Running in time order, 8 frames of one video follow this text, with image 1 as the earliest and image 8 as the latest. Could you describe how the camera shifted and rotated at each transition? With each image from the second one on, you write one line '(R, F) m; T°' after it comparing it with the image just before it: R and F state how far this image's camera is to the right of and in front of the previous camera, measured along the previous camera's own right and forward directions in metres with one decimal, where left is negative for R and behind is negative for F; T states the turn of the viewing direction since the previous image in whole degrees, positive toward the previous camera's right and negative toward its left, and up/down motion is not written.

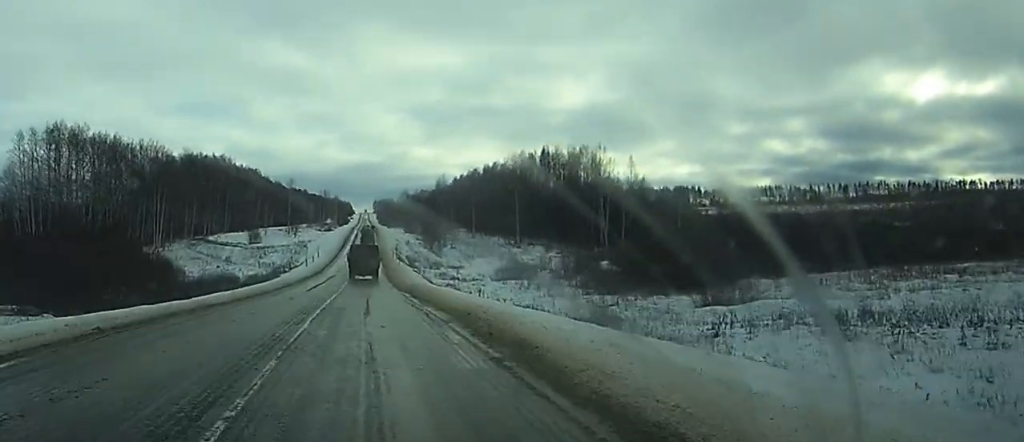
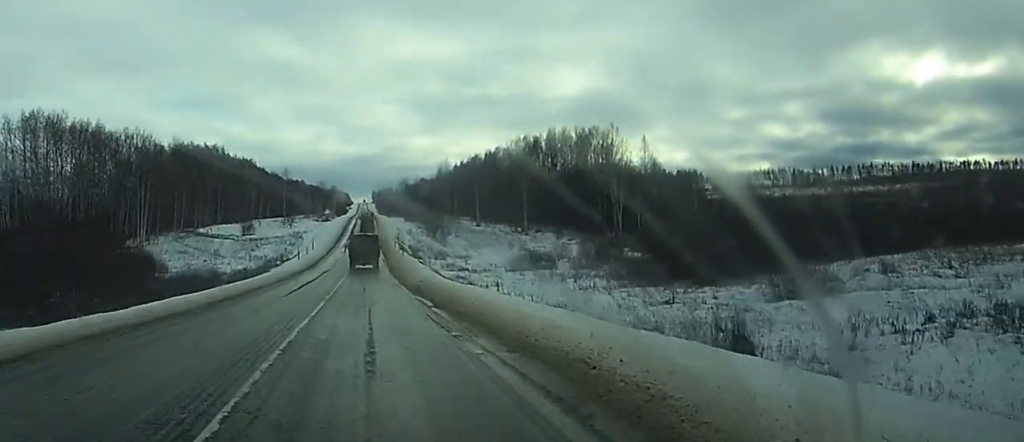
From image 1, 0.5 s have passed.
(0.0, +10.6) m; 0°
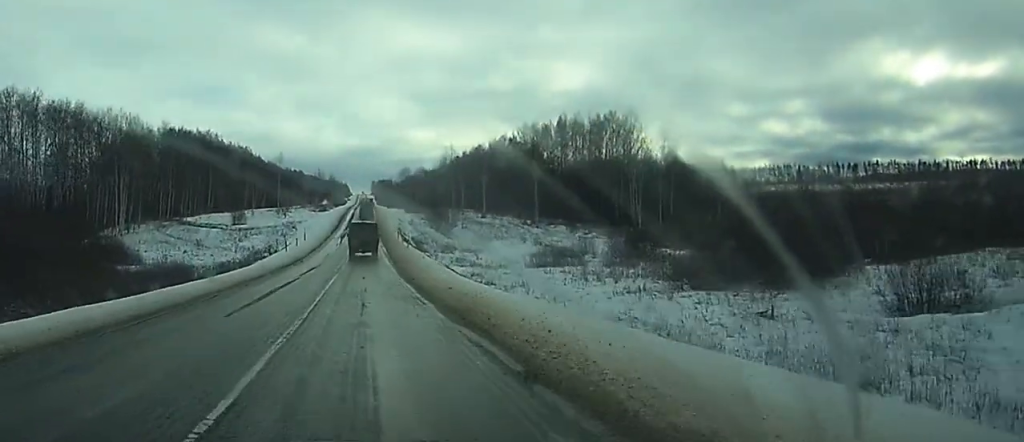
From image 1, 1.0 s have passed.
(0.0, +12.1) m; 0°
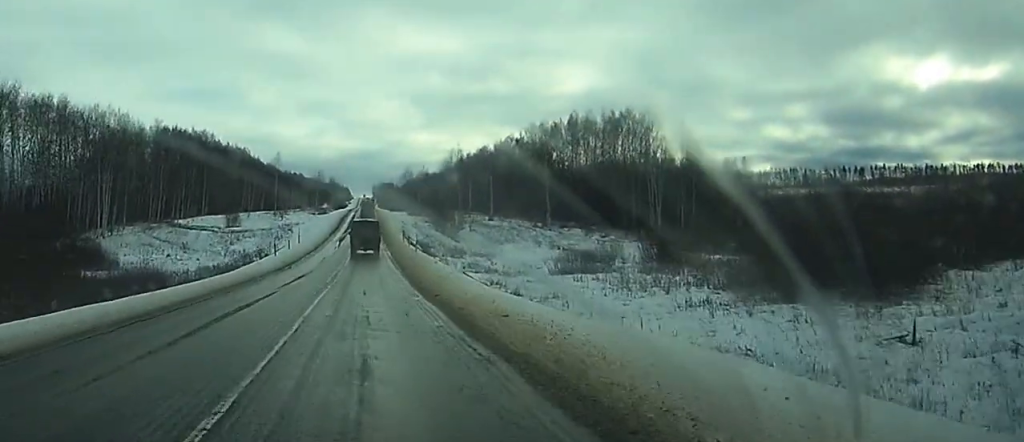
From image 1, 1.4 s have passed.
(0.0, +9.9) m; 0°
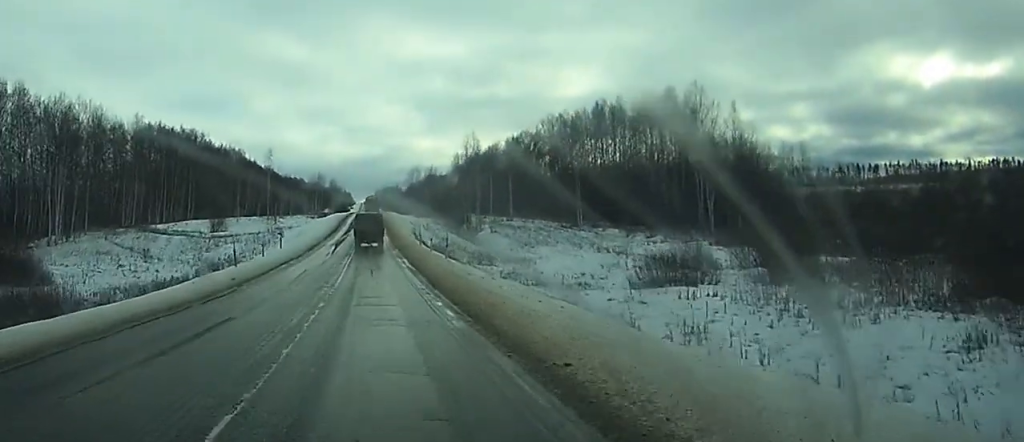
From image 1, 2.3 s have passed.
(-0.1, +20.5) m; 0°
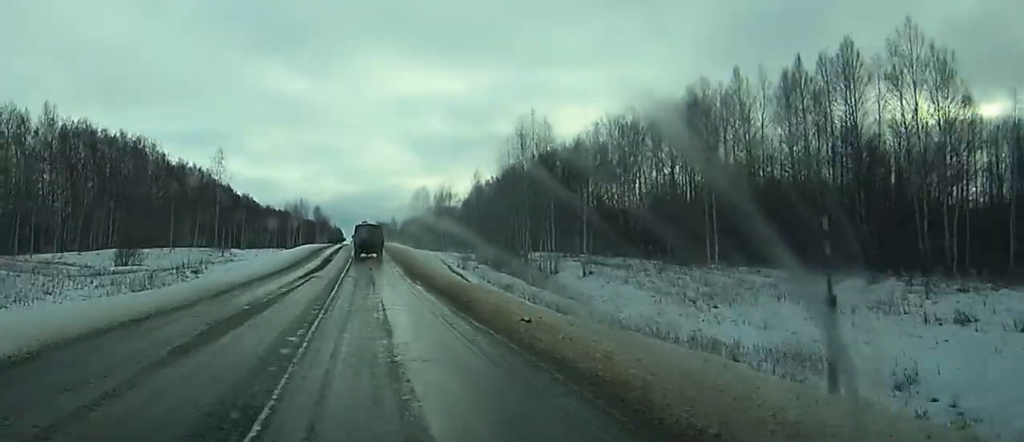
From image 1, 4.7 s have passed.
(-0.1, +54.2) m; 0°
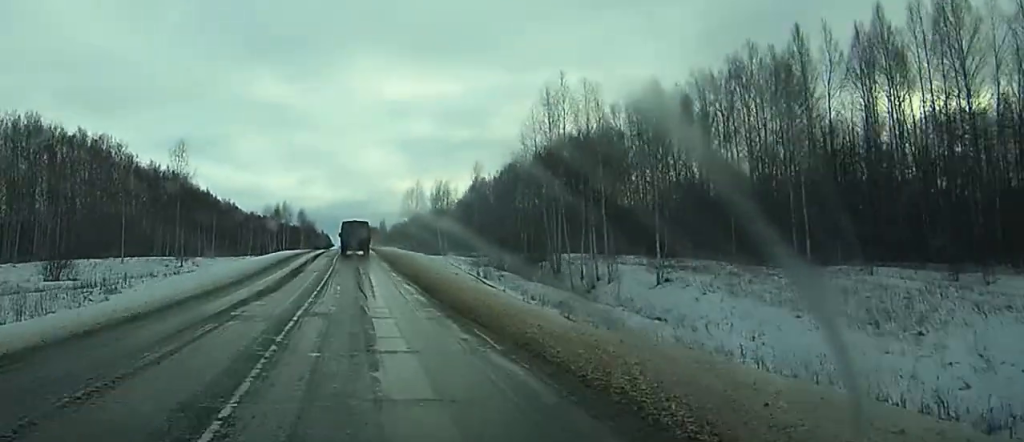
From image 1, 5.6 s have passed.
(0.0, +19.4) m; 0°
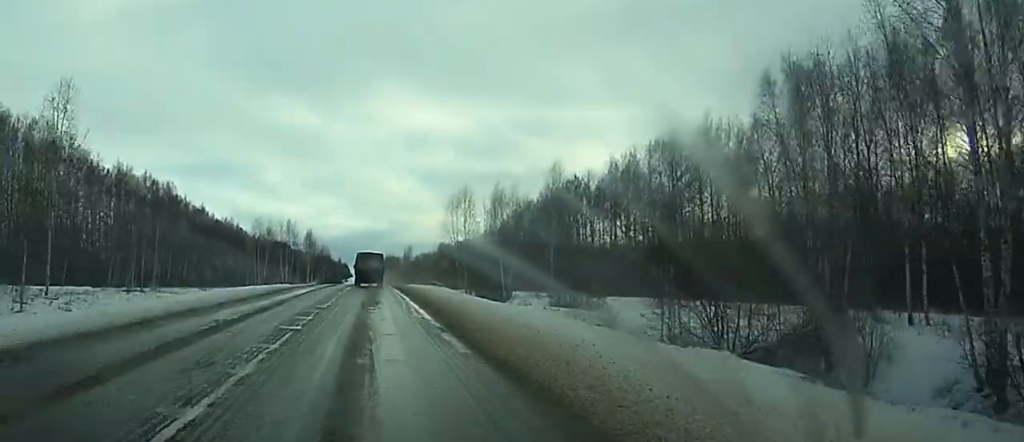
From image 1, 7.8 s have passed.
(+0.3, +48.9) m; +1°
